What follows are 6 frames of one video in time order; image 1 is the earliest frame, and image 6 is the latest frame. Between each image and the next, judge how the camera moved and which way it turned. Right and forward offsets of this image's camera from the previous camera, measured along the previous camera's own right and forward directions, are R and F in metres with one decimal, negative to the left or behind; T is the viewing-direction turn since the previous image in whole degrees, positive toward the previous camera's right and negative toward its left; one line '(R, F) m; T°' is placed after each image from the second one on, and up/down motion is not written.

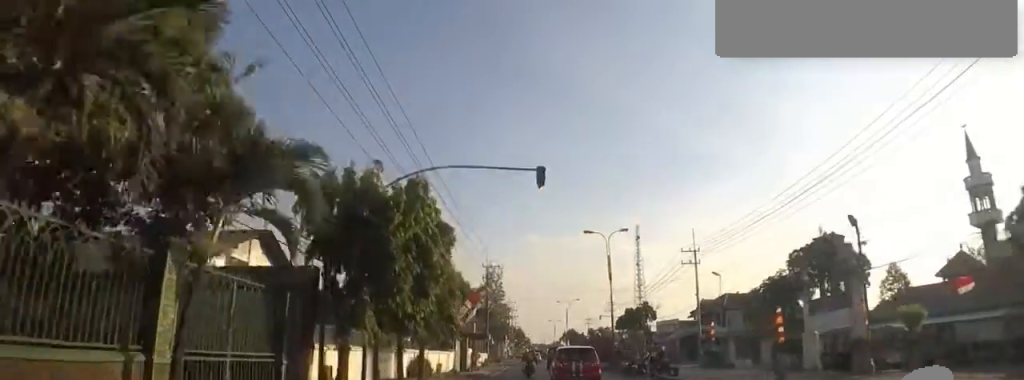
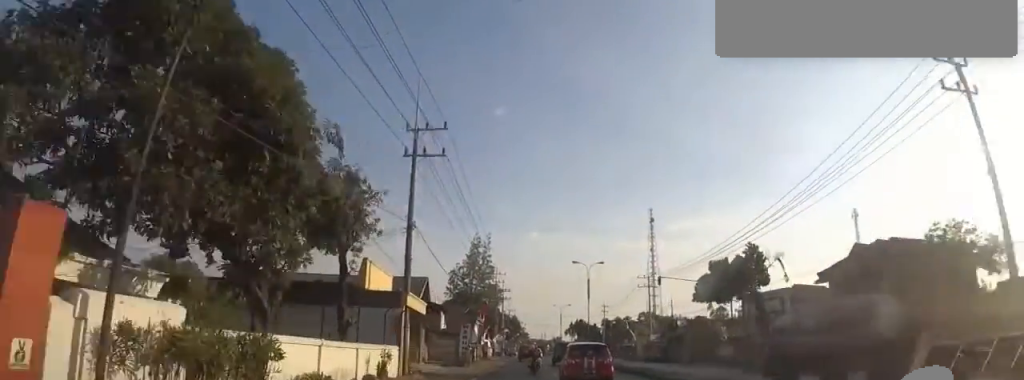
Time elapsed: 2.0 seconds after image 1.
(+1.1, +32.7) m; +3°
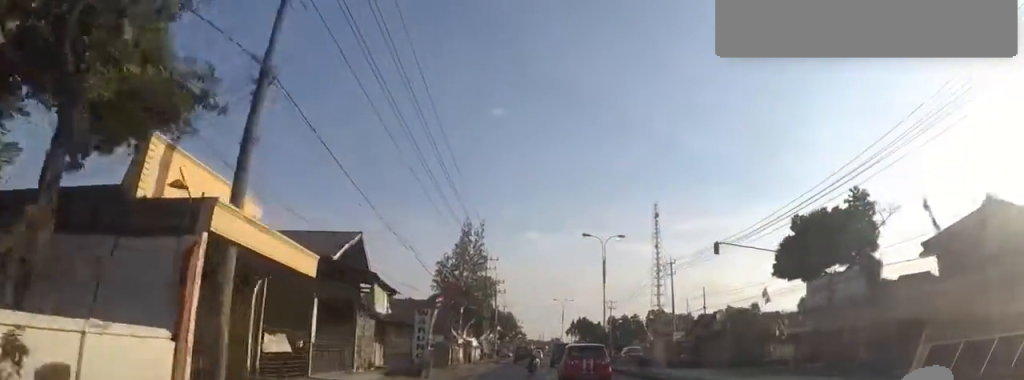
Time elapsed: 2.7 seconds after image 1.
(0.0, +11.9) m; 0°
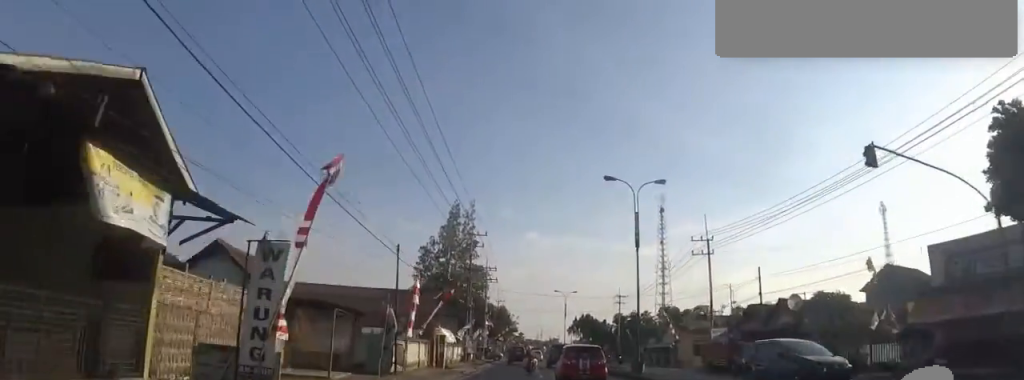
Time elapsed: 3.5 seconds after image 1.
(0.0, +12.5) m; +1°
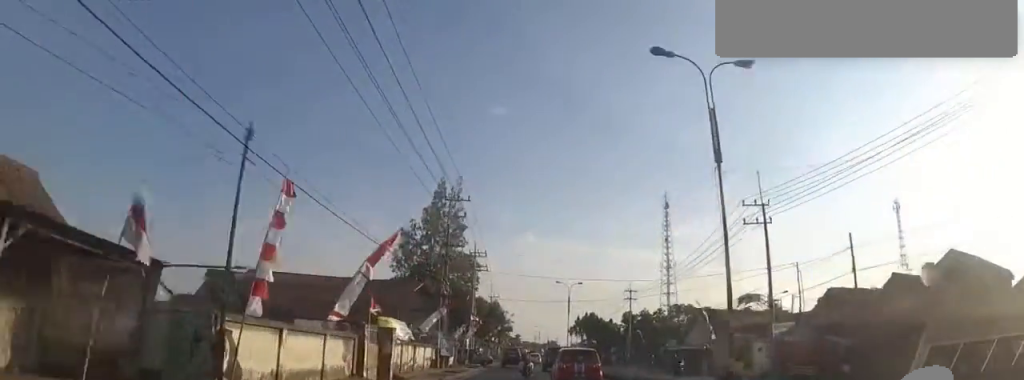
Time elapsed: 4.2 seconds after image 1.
(+0.2, +11.6) m; 0°
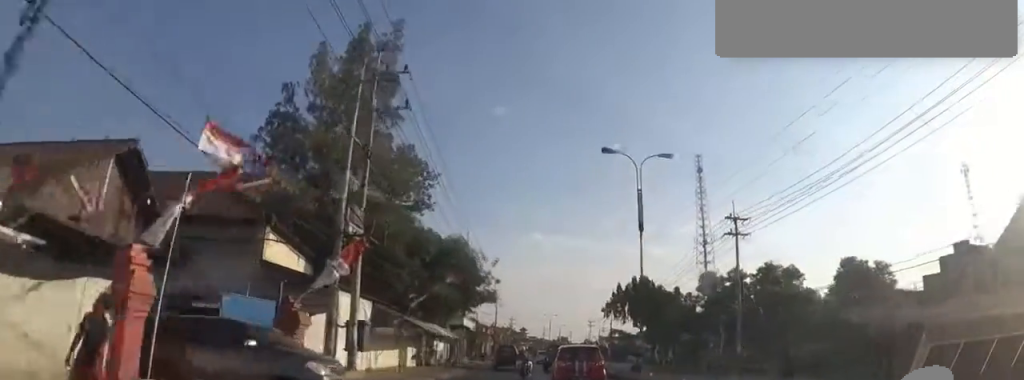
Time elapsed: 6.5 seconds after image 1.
(-0.5, +36.9) m; -1°
